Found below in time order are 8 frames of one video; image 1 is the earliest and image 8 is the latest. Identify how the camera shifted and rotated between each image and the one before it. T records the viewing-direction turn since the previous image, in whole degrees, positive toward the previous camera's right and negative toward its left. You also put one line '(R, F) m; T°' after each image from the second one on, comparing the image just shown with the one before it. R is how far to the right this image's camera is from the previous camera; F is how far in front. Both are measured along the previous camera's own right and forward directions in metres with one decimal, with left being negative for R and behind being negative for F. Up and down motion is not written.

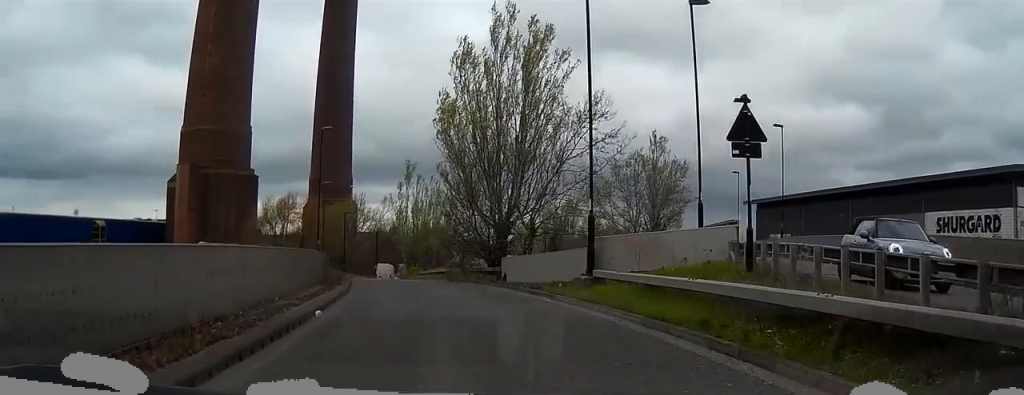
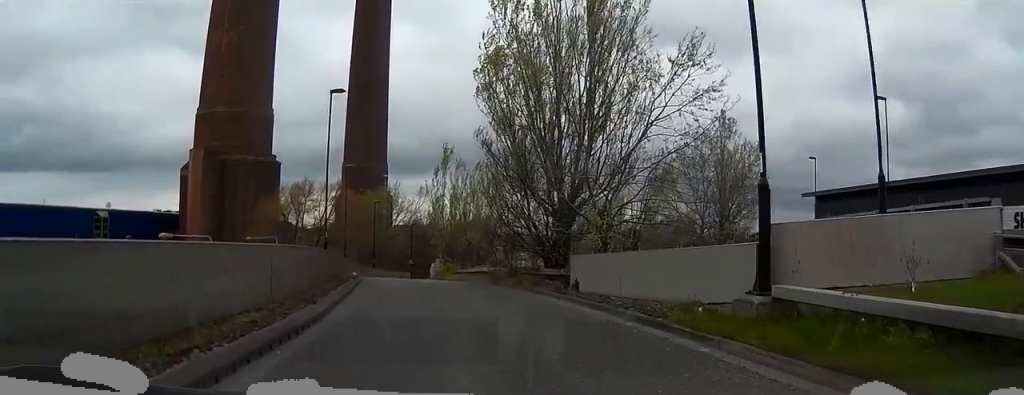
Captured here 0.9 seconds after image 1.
(-0.2, +9.2) m; -3°
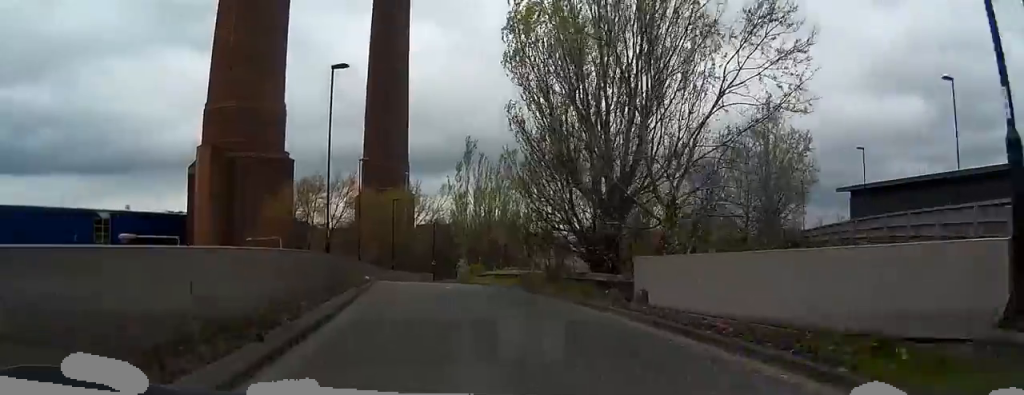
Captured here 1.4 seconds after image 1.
(-0.1, +5.1) m; -2°
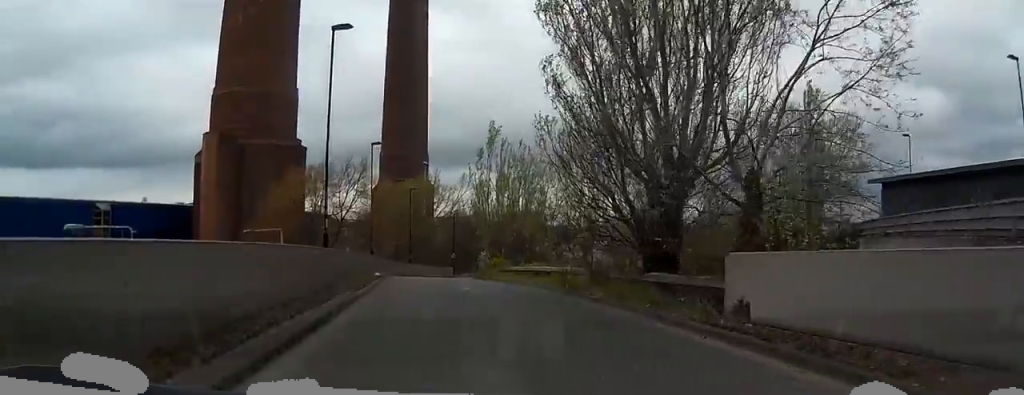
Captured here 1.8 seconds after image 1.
(0.0, +4.4) m; -1°
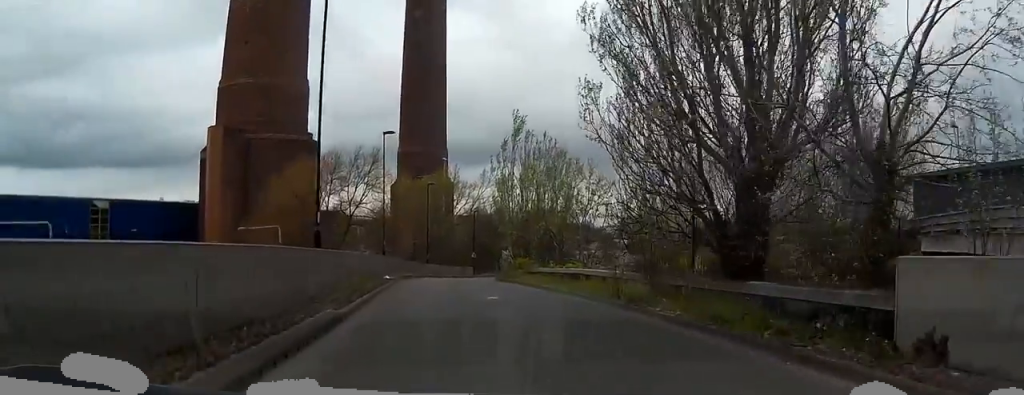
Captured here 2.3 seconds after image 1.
(-0.1, +4.5) m; -1°
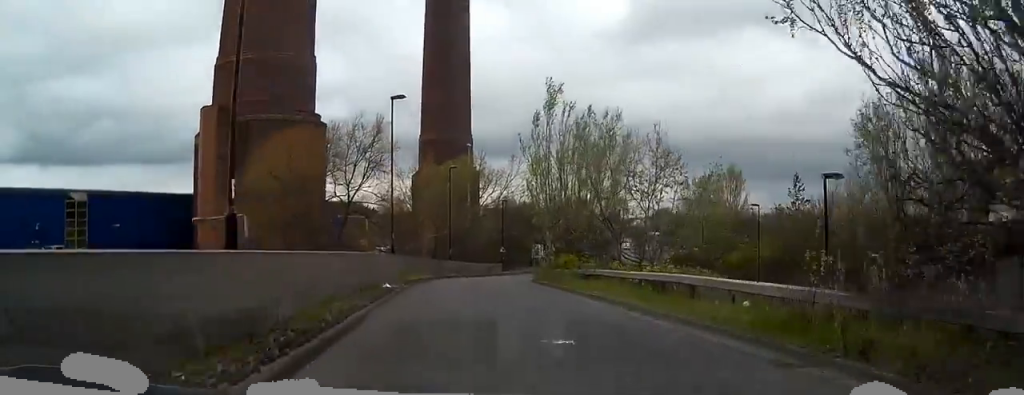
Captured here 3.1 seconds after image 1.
(-0.1, +9.2) m; -1°
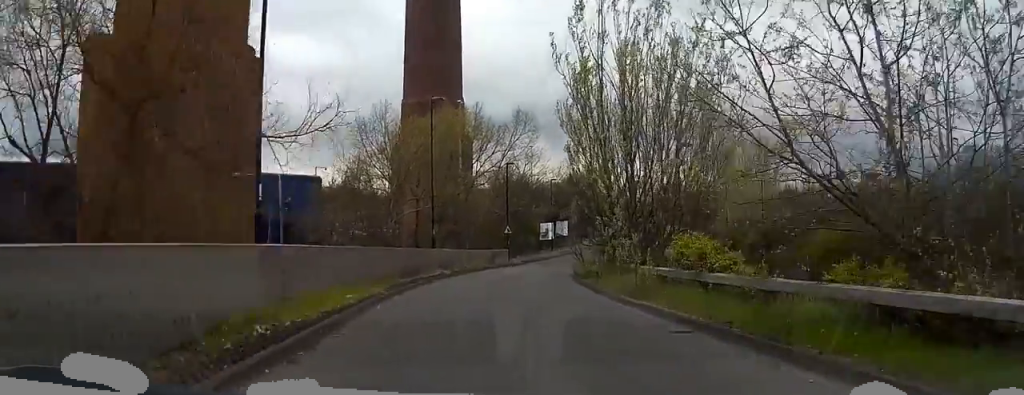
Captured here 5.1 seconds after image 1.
(+0.2, +22.1) m; +2°
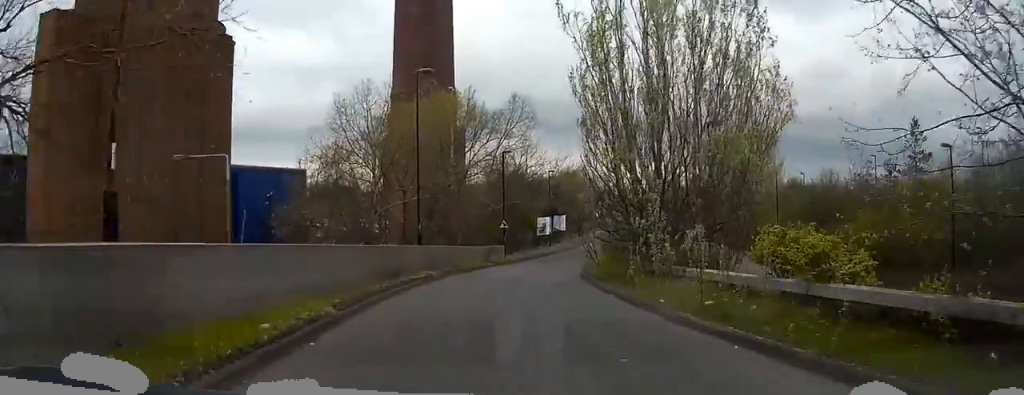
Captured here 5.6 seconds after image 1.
(0.0, +5.4) m; +1°
